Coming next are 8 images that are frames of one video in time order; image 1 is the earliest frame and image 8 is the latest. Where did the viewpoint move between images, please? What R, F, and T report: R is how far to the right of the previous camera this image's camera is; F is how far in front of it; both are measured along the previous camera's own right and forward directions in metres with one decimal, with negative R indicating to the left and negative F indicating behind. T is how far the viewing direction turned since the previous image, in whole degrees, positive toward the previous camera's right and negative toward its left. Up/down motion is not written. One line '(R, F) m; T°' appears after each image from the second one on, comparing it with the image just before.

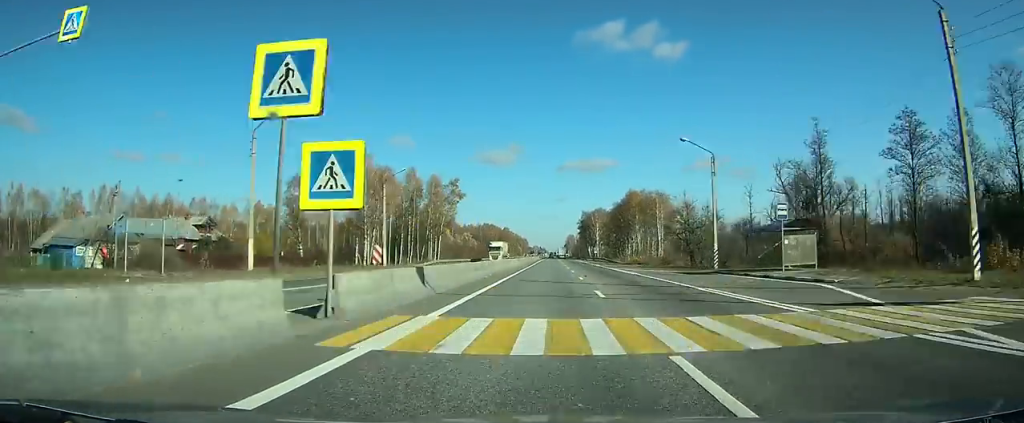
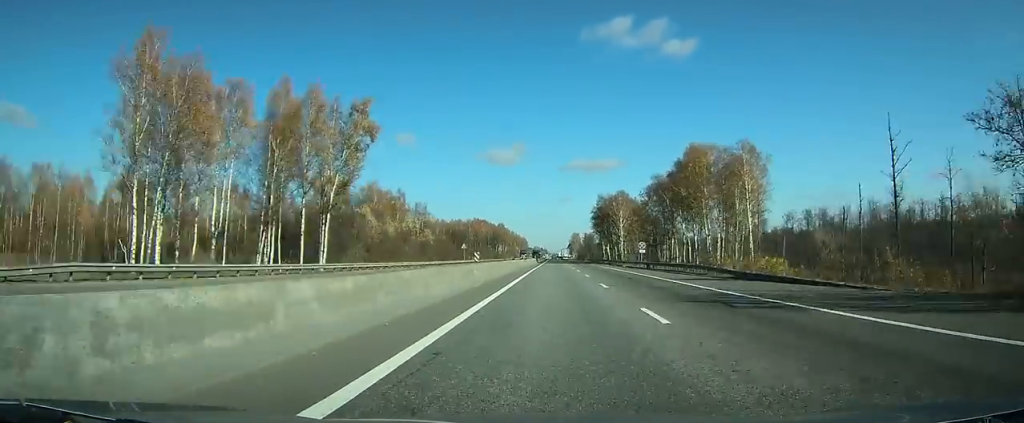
(-0.2, +67.9) m; 0°
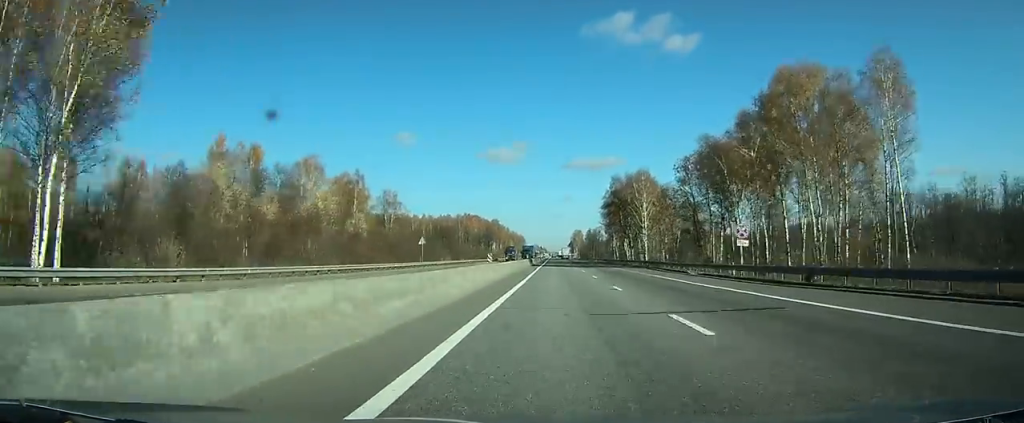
(+0.1, +38.8) m; 0°
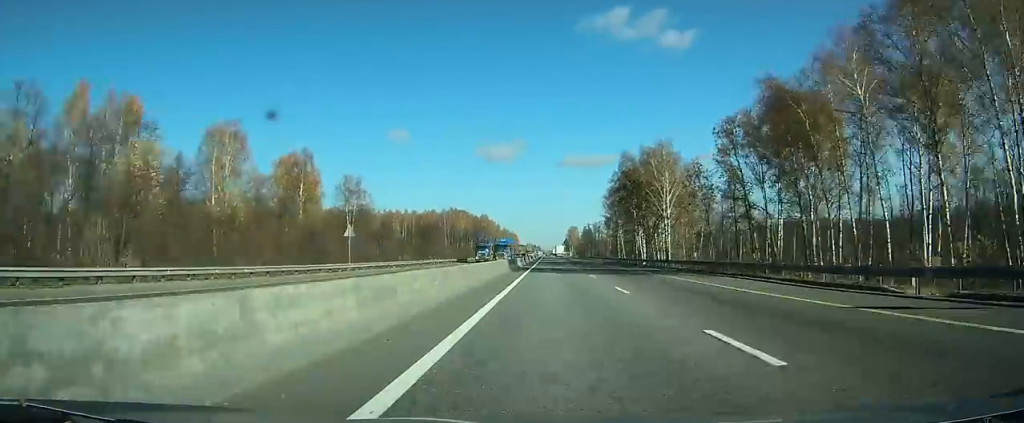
(+0.1, +26.6) m; 0°
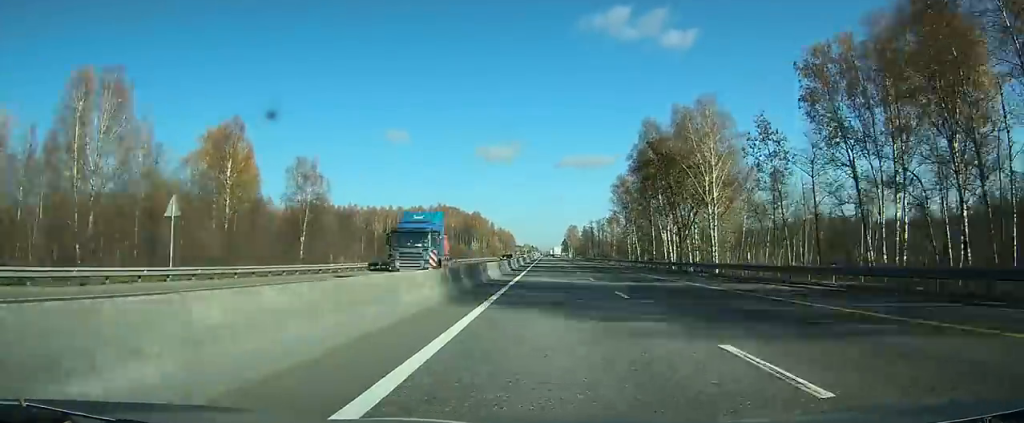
(+0.1, +24.8) m; 0°
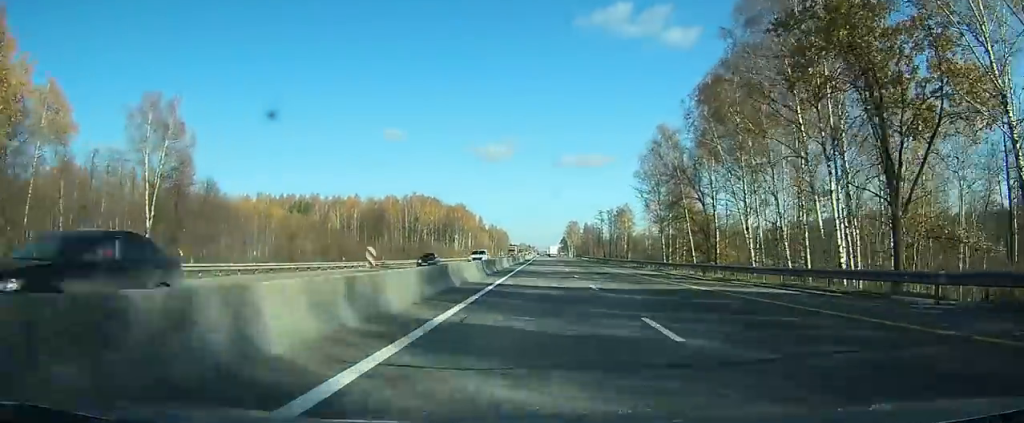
(+0.1, +42.4) m; 0°
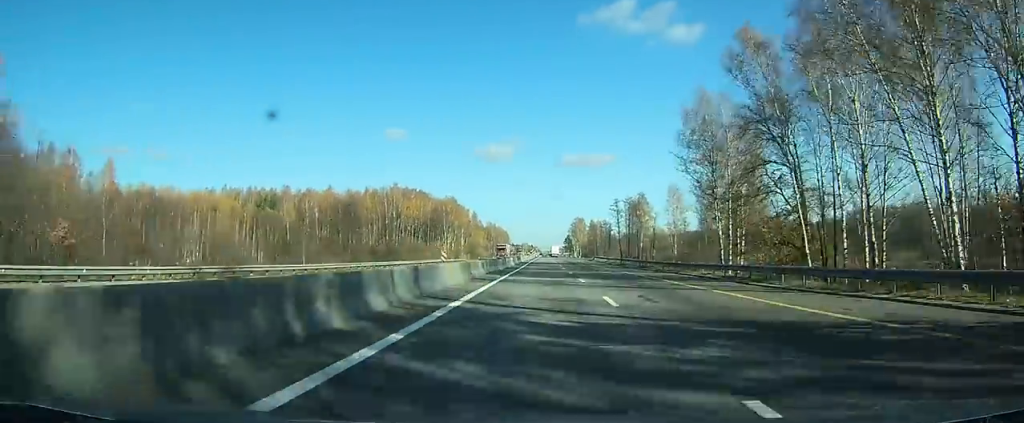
(0.0, +28.8) m; 0°
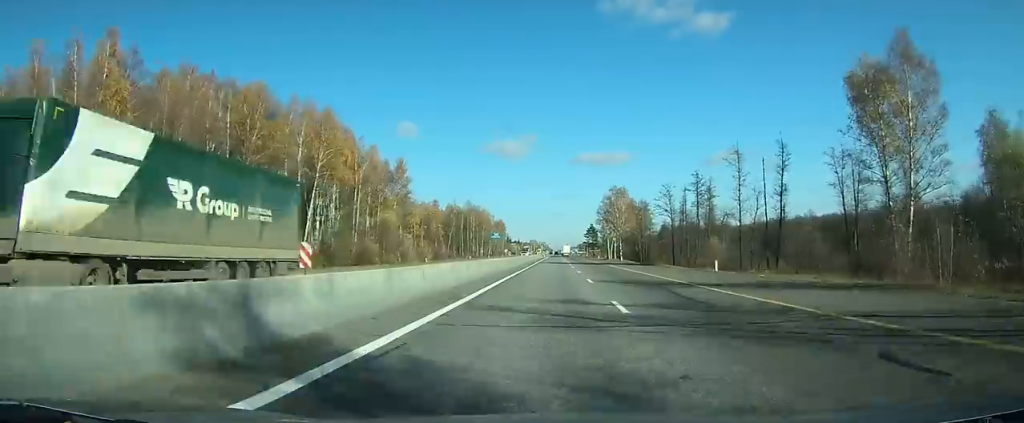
(-0.8, +136.6) m; 0°
